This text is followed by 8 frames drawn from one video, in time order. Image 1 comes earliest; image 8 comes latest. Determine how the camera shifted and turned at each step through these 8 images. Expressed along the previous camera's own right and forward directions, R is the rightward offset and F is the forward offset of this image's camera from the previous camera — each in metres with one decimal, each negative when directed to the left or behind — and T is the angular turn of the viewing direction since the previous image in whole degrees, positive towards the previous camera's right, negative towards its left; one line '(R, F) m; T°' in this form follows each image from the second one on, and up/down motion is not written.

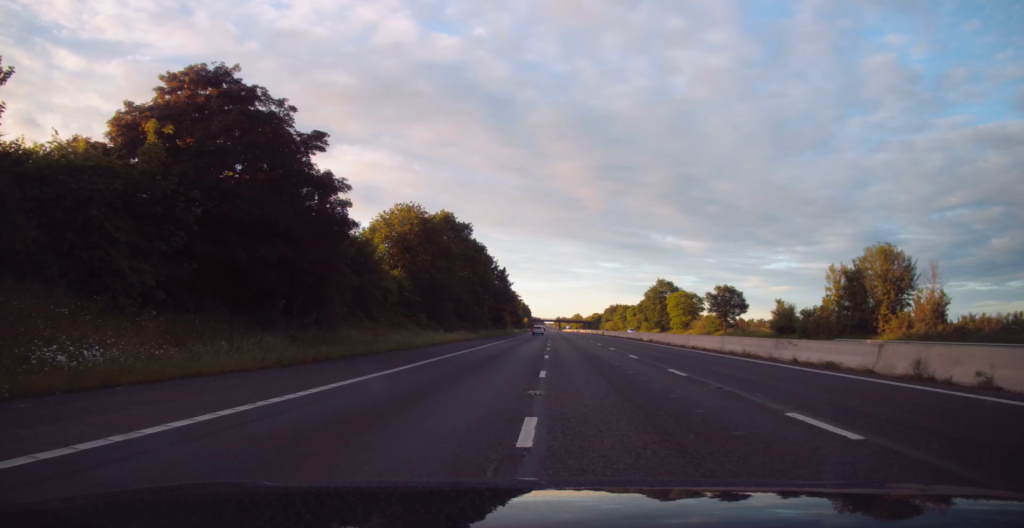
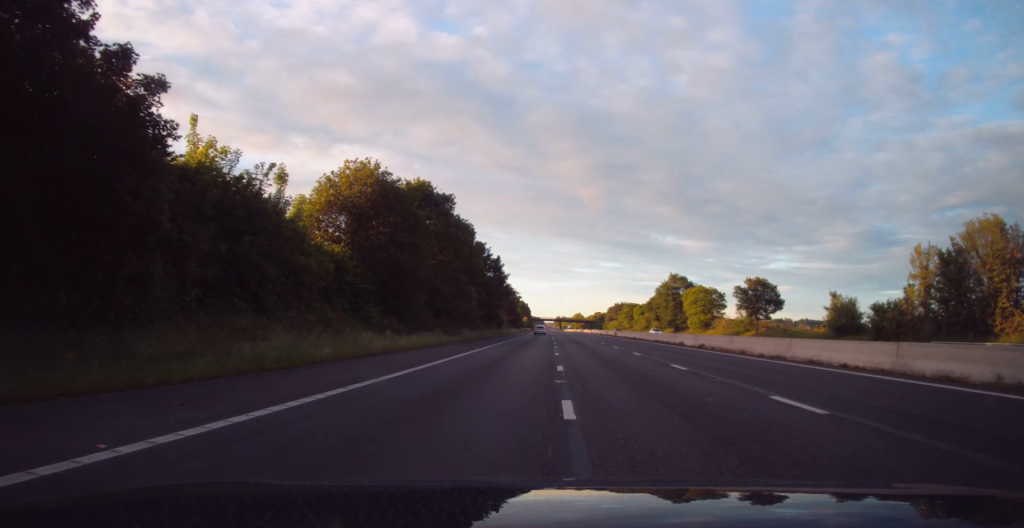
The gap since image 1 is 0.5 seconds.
(-0.1, +16.2) m; 0°
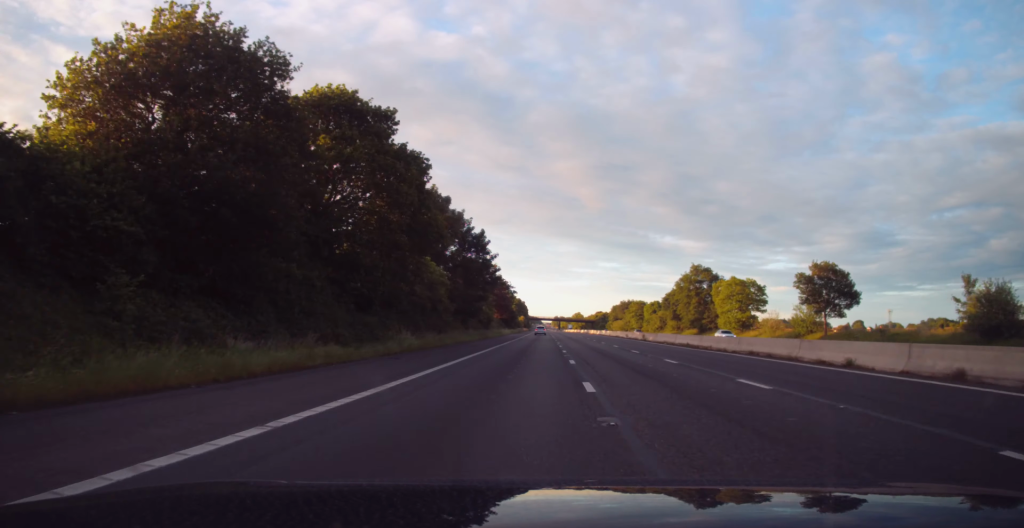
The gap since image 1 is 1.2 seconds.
(+0.1, +23.9) m; 0°
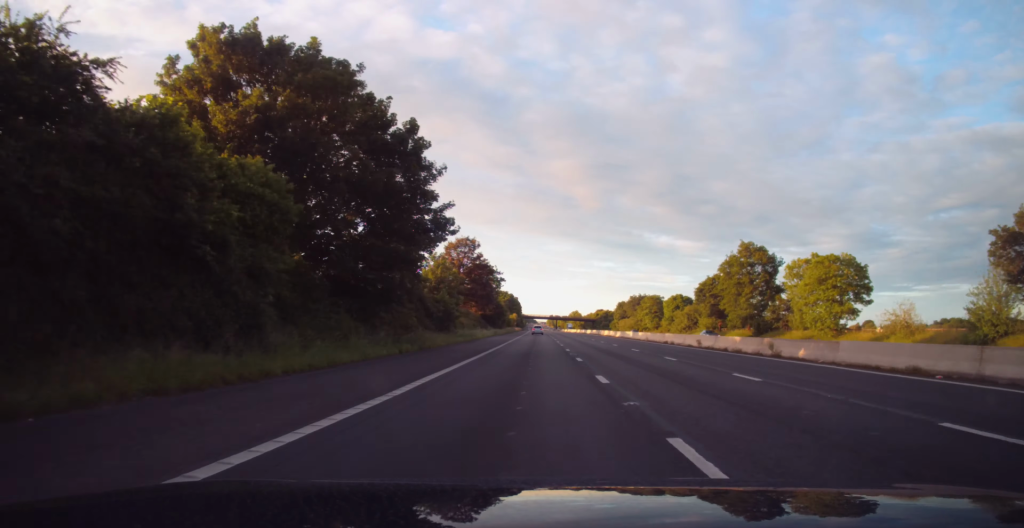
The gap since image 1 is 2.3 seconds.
(+0.1, +34.9) m; 0°
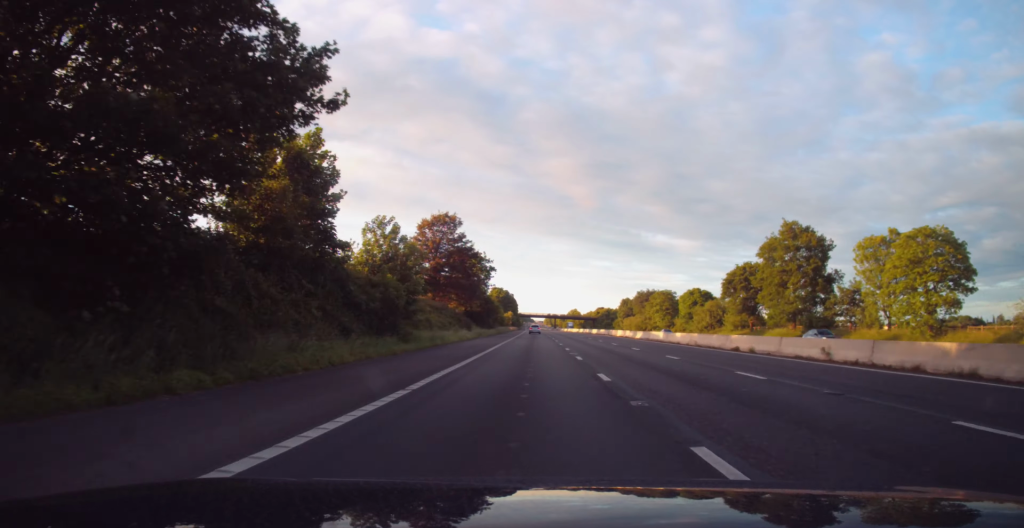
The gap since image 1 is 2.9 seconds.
(0.0, +18.6) m; 0°
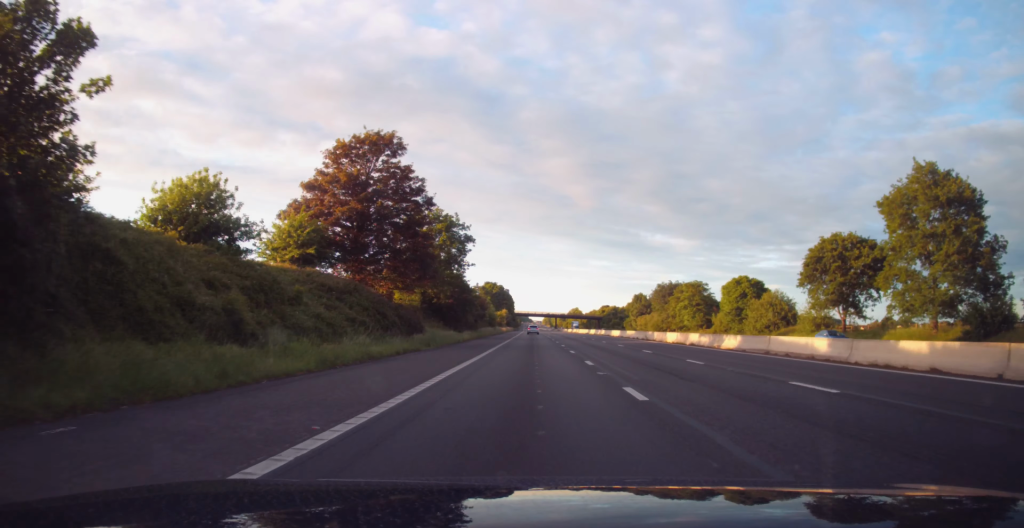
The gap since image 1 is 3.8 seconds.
(0.0, +30.4) m; 0°
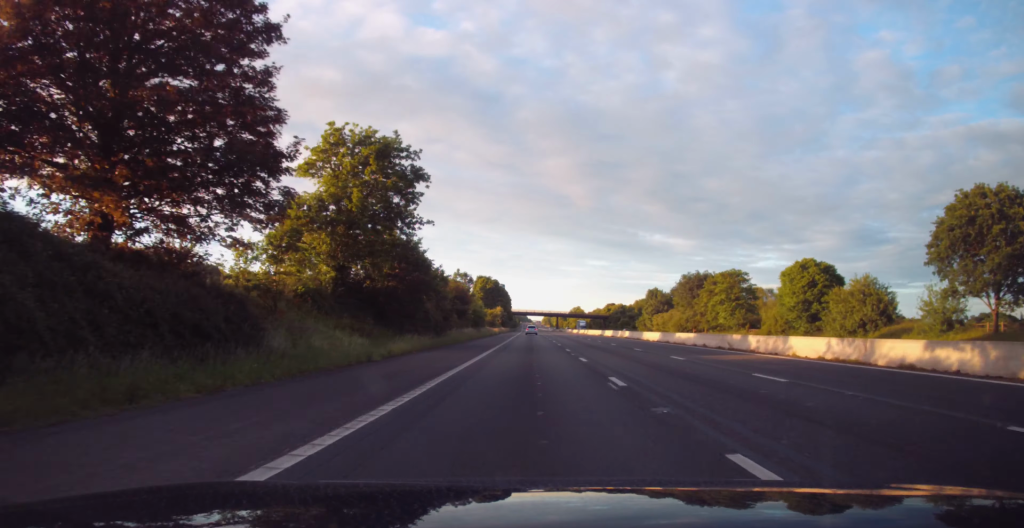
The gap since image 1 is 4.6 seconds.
(-0.1, +24.9) m; 0°
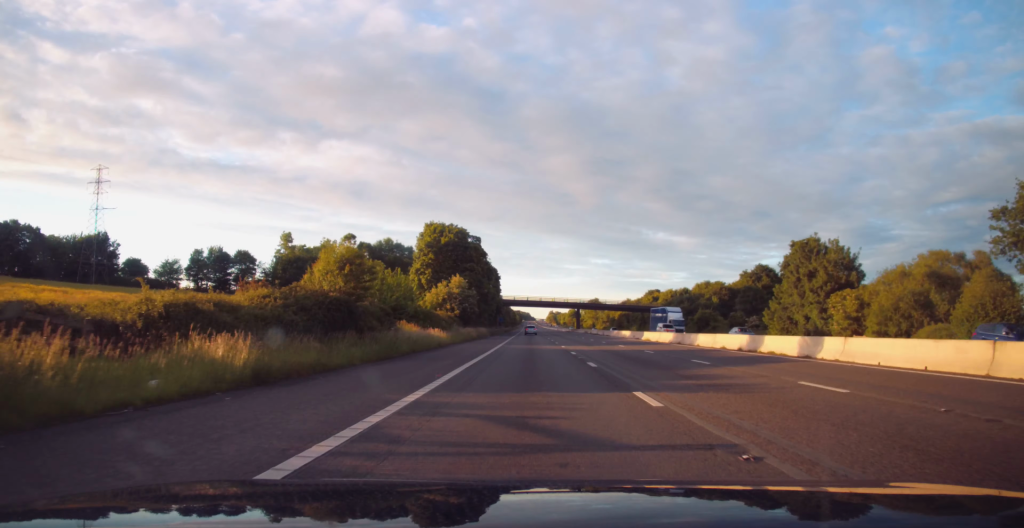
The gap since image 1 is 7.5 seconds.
(+0.5, +94.1) m; 0°
